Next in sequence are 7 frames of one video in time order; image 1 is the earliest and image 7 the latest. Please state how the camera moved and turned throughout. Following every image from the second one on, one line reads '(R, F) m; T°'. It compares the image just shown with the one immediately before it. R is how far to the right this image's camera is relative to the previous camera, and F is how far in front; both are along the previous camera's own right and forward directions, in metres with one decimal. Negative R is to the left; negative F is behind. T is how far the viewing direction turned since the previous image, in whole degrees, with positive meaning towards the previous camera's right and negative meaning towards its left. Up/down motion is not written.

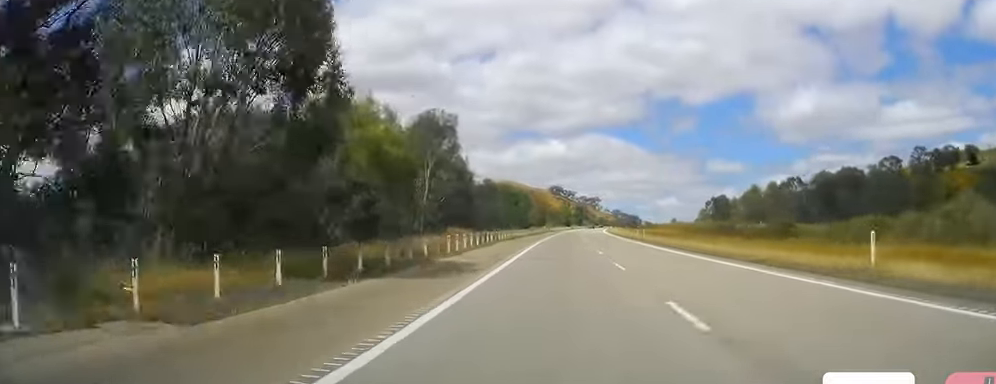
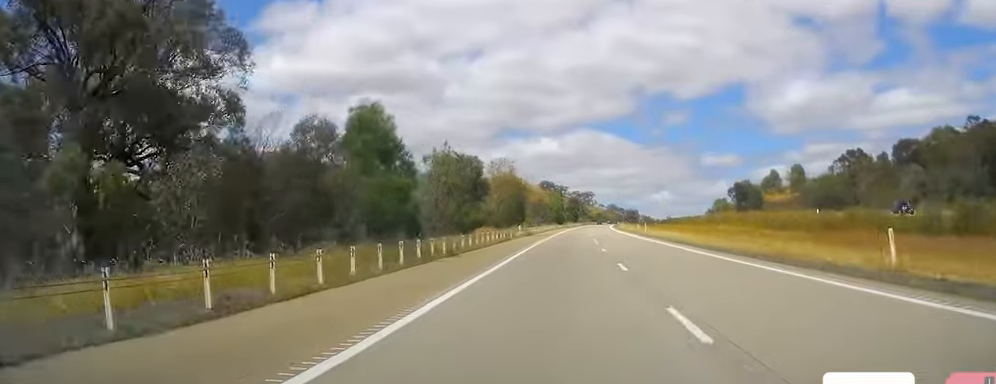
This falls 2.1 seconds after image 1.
(+0.5, +61.5) m; +1°
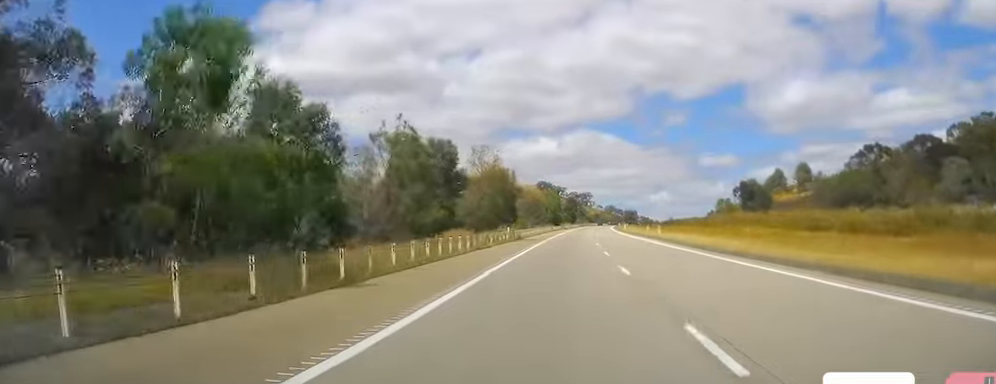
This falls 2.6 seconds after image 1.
(+0.3, +13.5) m; 0°
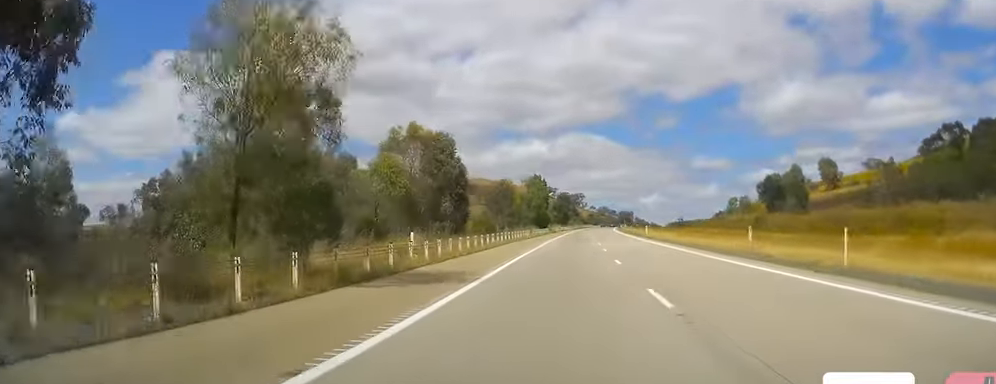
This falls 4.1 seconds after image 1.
(-0.5, +43.4) m; 0°
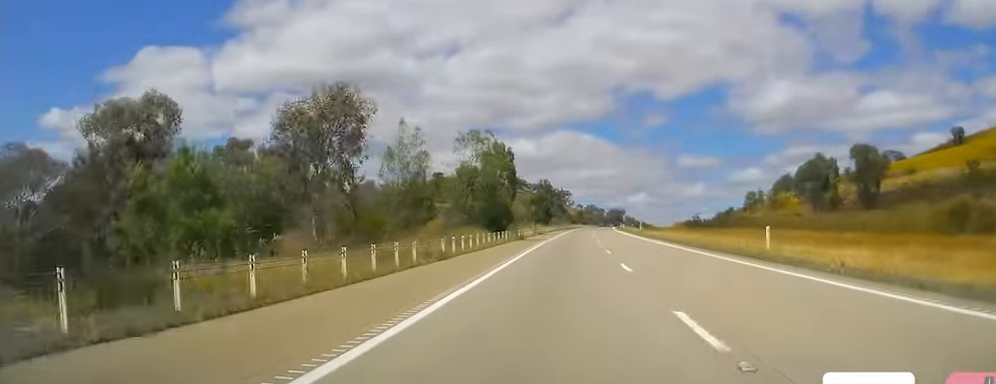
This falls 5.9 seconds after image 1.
(+1.0, +51.9) m; +1°
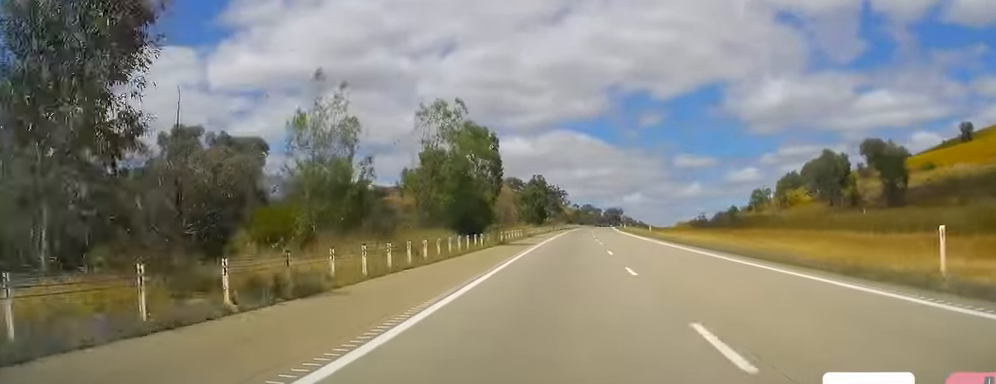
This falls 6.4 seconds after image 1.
(-0.2, +13.4) m; 0°
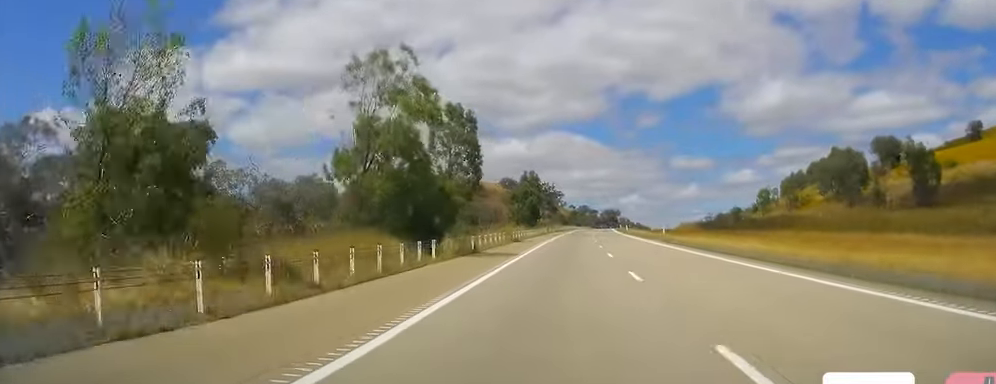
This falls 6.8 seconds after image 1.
(-0.3, +13.4) m; 0°
